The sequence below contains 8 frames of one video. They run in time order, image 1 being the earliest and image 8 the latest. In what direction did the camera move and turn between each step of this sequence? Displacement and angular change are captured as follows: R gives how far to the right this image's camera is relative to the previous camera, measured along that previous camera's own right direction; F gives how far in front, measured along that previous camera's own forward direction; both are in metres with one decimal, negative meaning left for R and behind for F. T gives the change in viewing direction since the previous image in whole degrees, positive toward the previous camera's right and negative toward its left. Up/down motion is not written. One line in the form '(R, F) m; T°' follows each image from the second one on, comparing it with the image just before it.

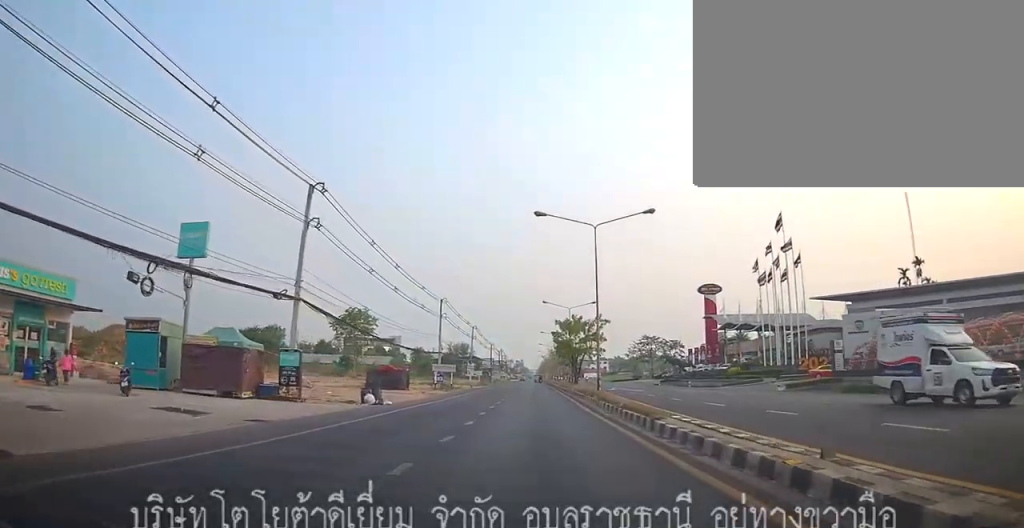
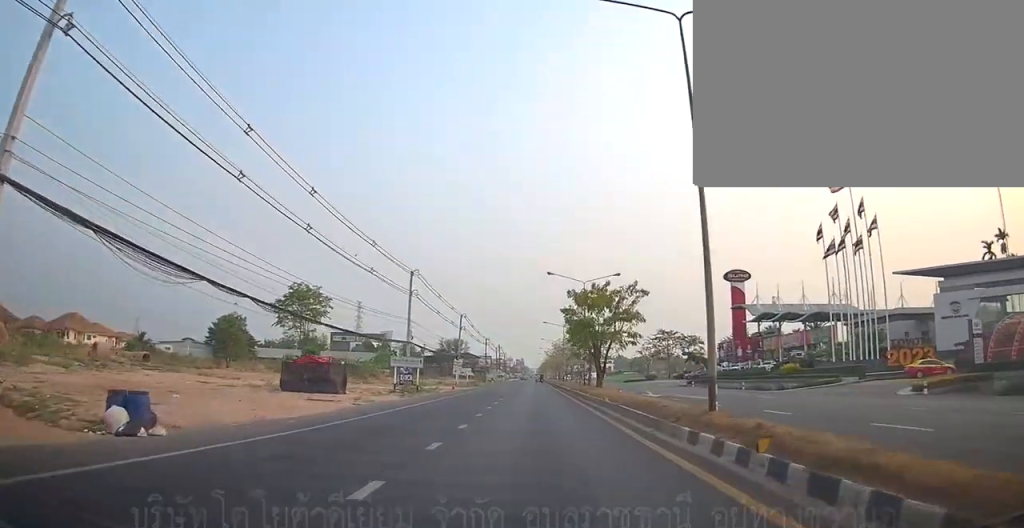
(+0.3, +18.1) m; 0°
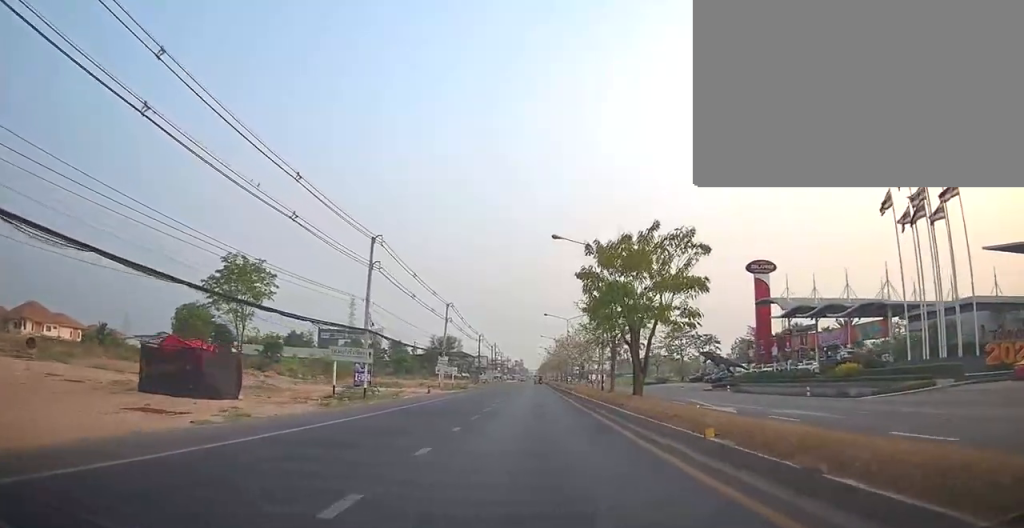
(0.0, +12.9) m; +1°
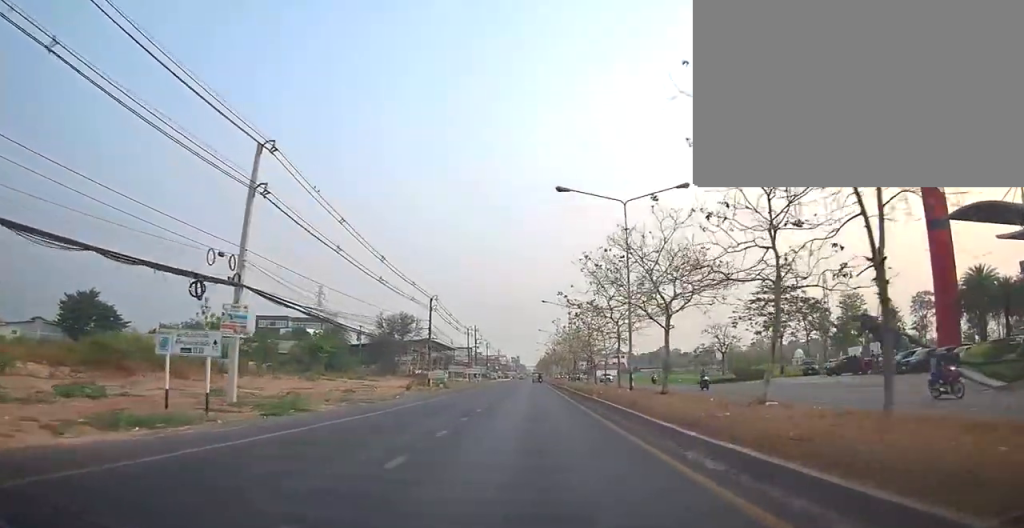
(+2.1, +50.3) m; +2°
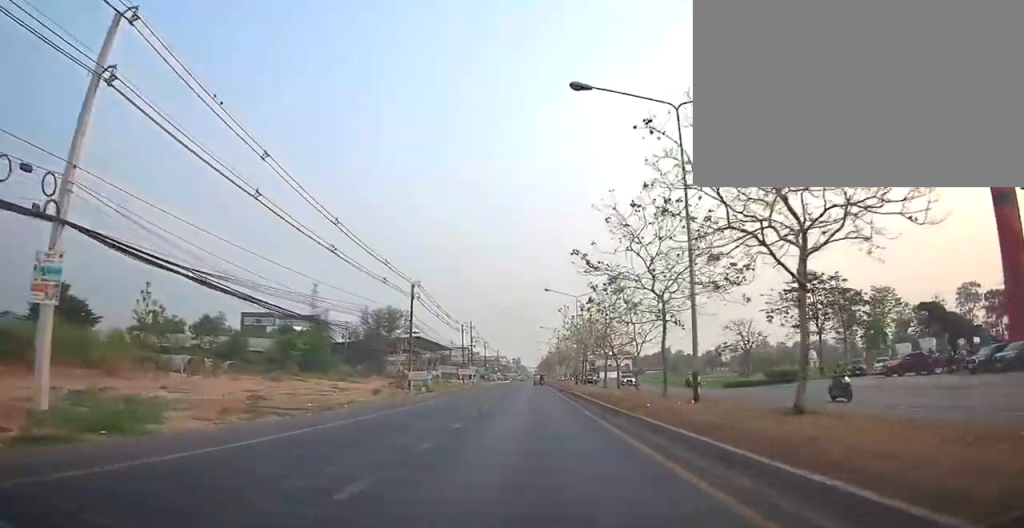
(0.0, +10.0) m; 0°
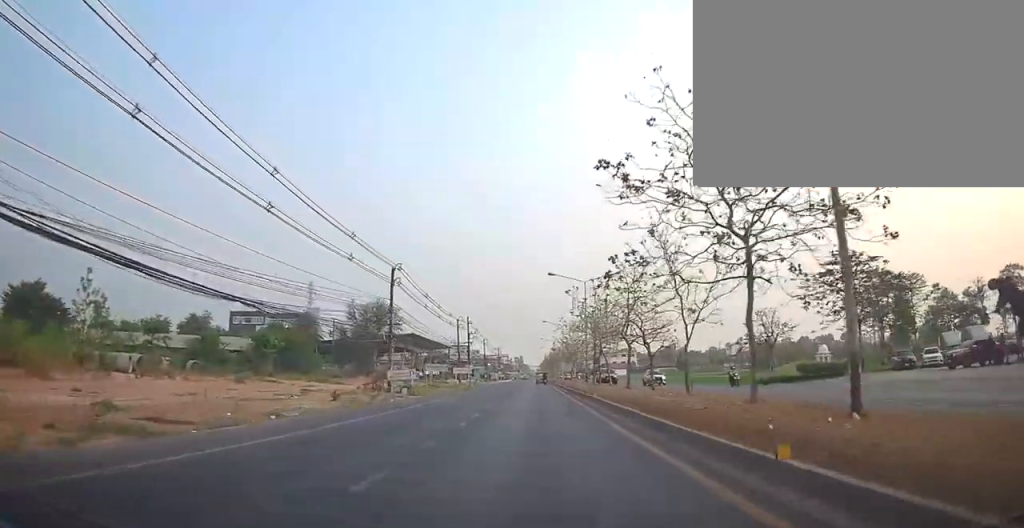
(0.0, +7.9) m; 0°
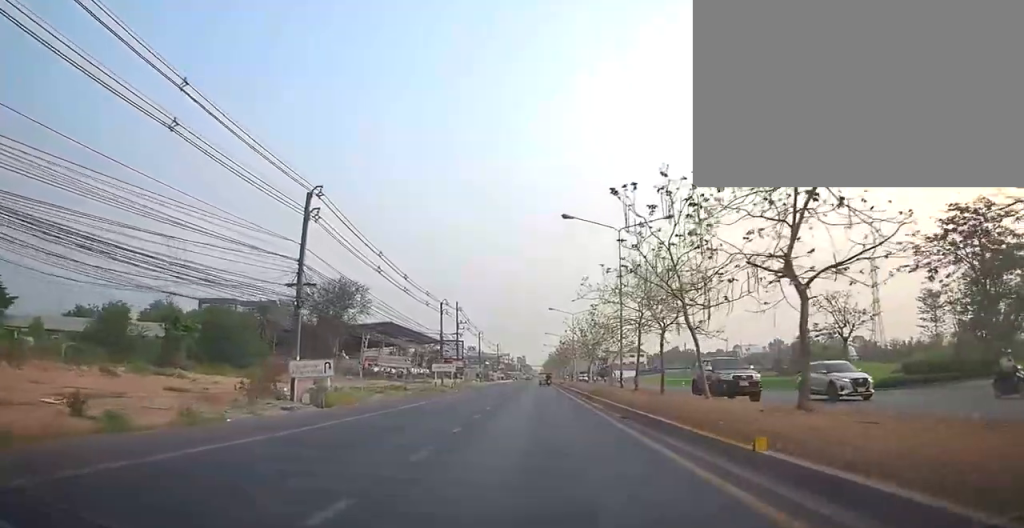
(0.0, +17.9) m; 0°
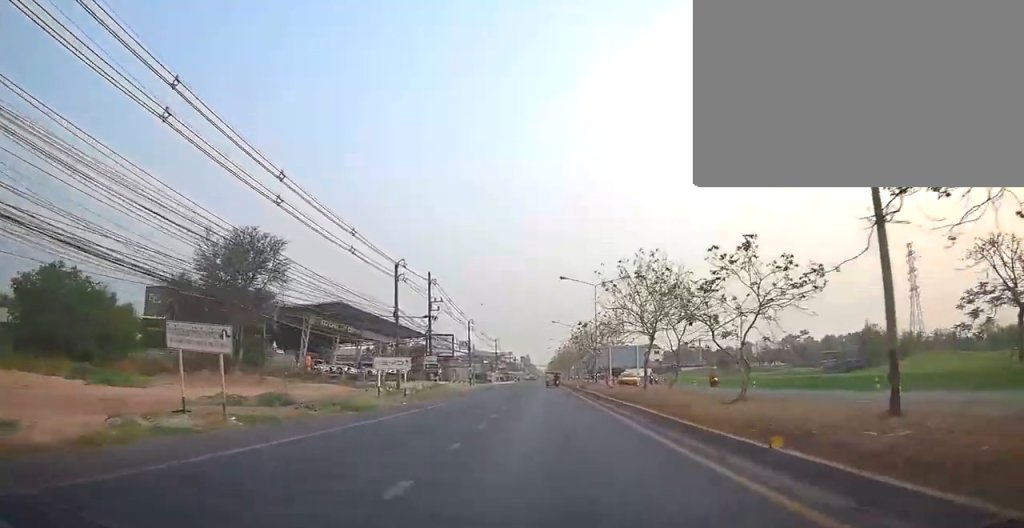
(0.0, +23.4) m; 0°
